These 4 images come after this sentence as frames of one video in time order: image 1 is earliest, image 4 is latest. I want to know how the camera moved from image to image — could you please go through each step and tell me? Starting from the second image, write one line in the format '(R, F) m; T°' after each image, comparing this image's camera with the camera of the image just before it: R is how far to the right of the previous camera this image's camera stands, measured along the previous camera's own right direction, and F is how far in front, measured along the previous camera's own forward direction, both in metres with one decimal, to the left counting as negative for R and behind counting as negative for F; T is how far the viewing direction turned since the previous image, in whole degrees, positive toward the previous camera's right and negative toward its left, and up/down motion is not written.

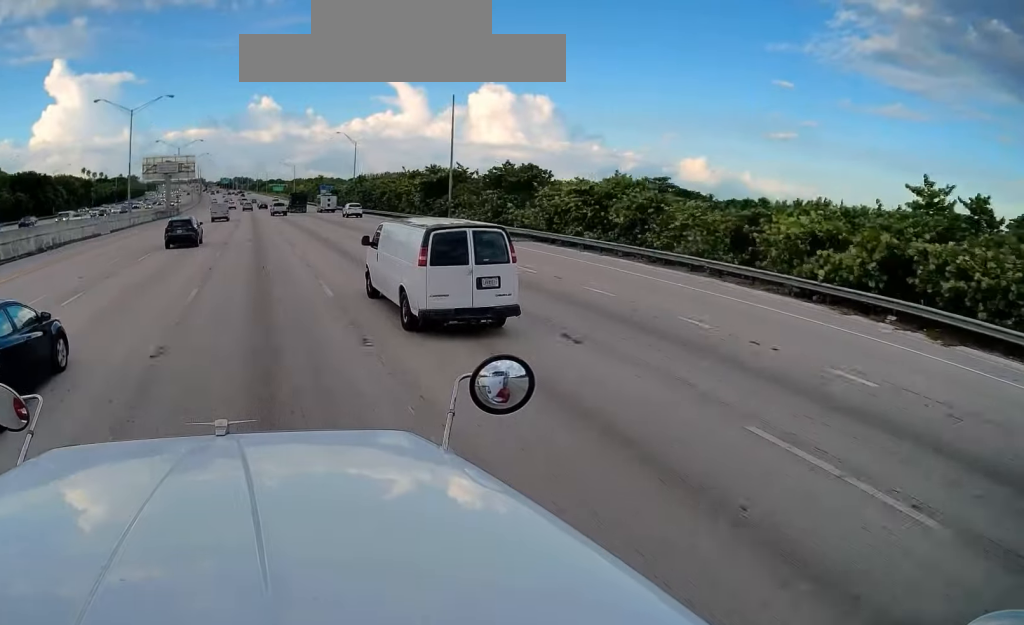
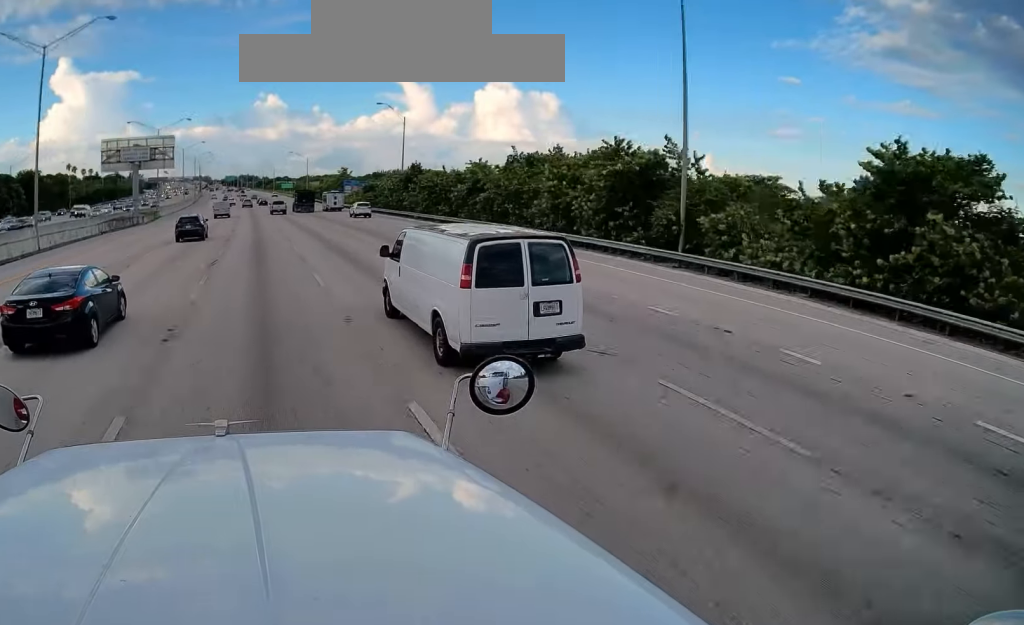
(-0.2, +35.3) m; -1°
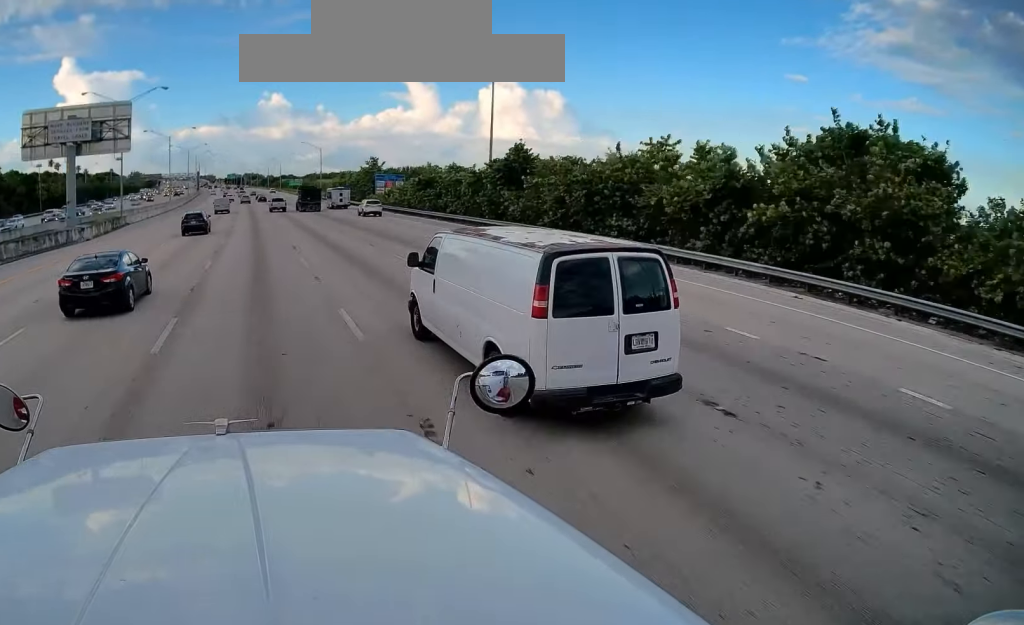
(-0.2, +33.0) m; -1°
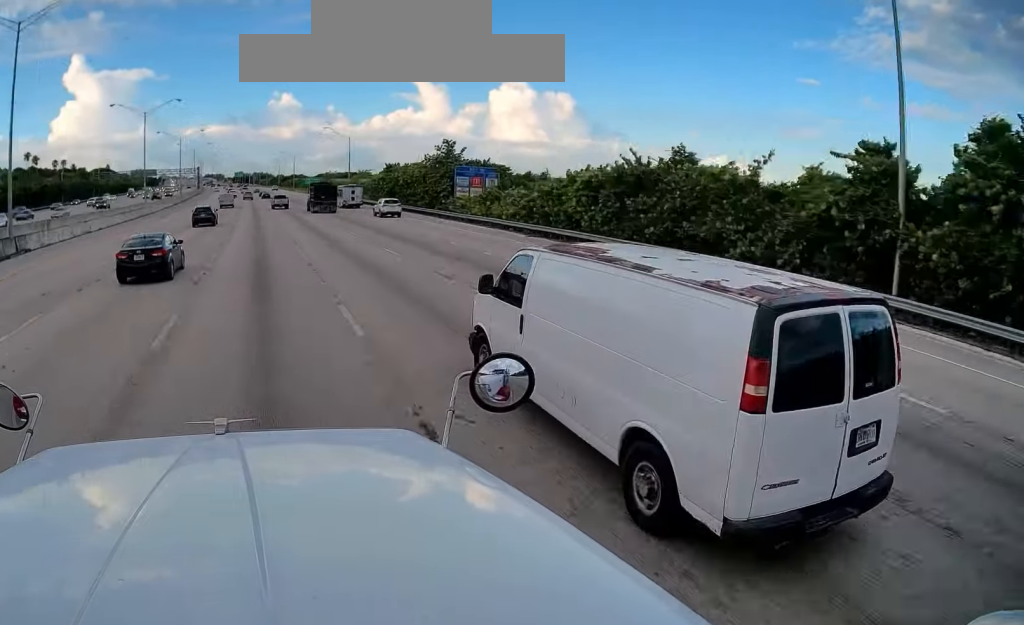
(-0.4, +38.5) m; -1°
